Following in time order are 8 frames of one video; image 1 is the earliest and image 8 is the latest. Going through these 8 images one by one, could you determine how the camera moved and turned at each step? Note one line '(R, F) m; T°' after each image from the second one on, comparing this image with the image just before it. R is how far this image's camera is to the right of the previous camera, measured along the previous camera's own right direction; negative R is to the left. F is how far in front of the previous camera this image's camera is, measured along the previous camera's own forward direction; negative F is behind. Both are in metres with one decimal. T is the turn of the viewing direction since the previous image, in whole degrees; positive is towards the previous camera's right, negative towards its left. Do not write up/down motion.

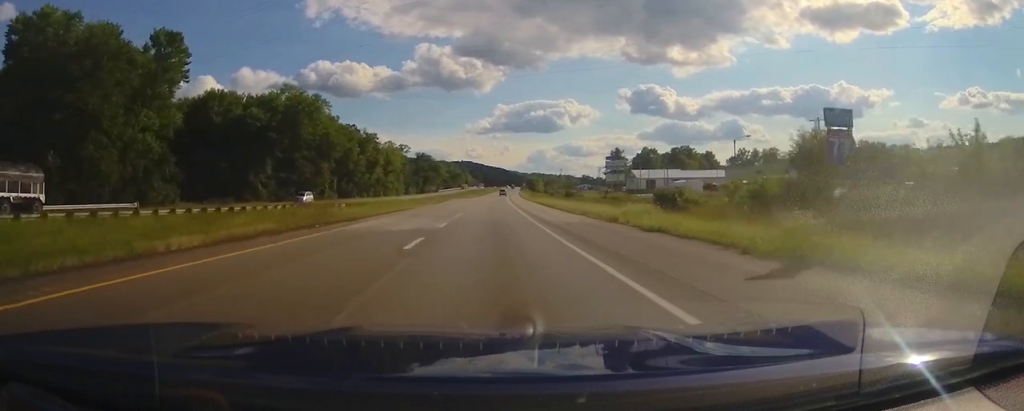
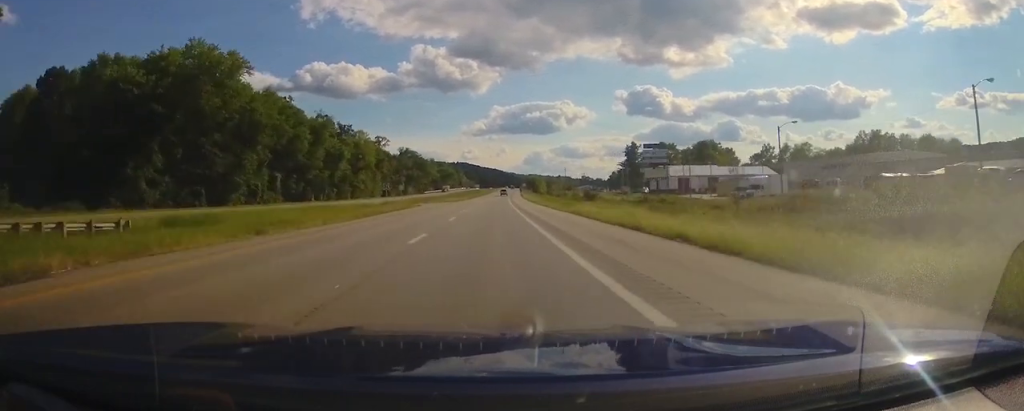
(+0.2, +41.2) m; +1°
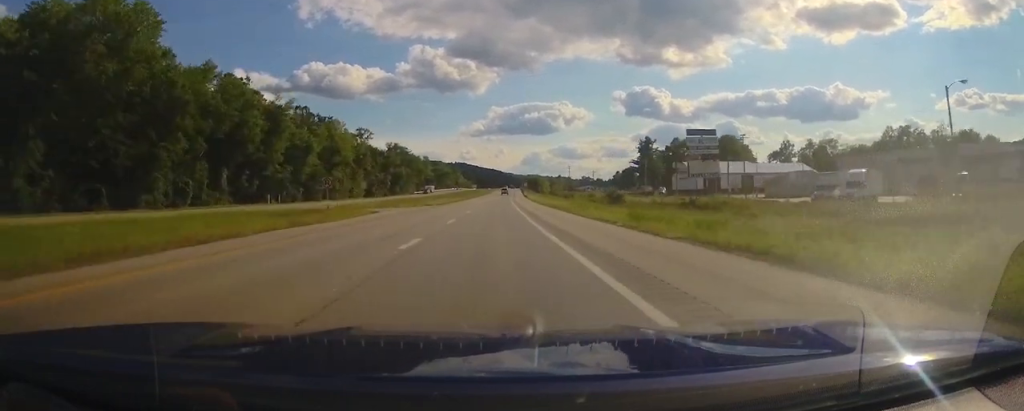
(+0.3, +25.6) m; +1°
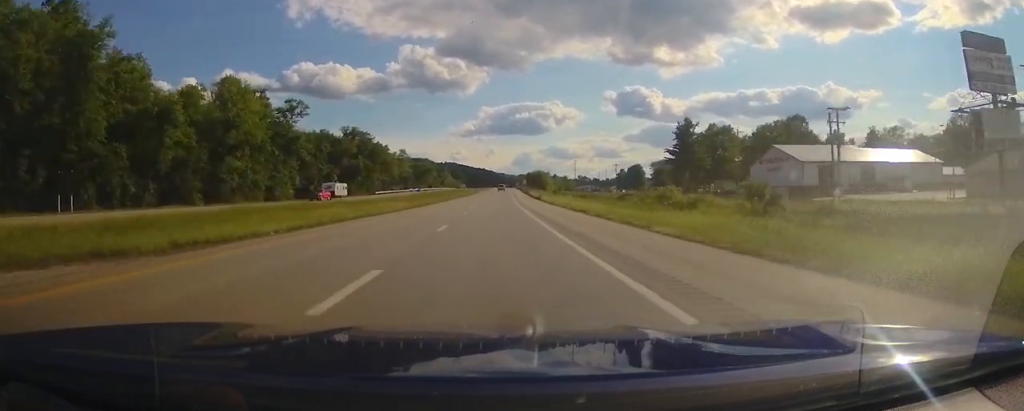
(+0.1, +56.0) m; +1°
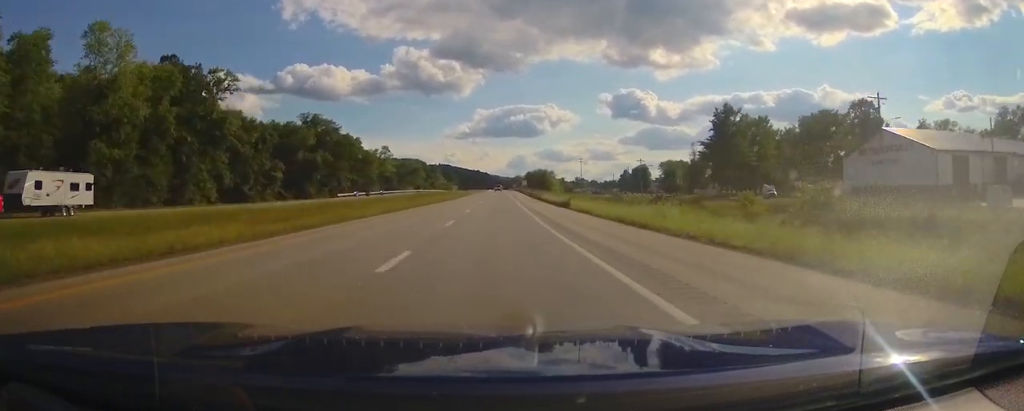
(+0.3, +33.6) m; 0°
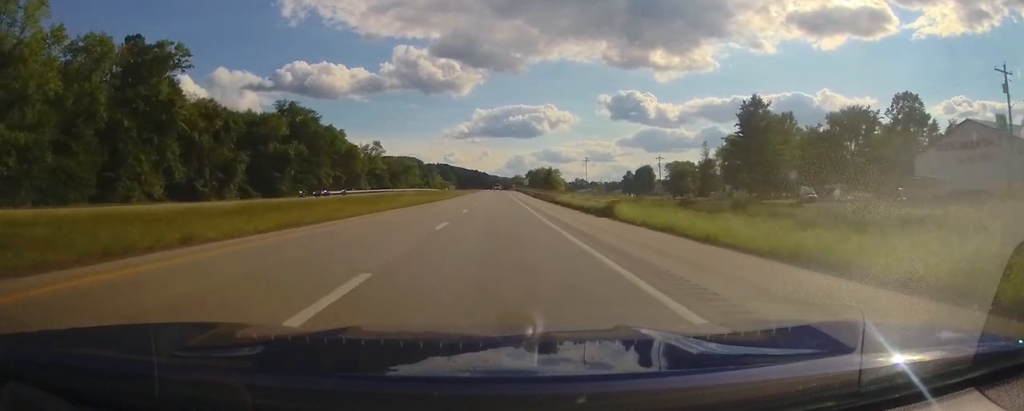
(+0.1, +16.2) m; 0°
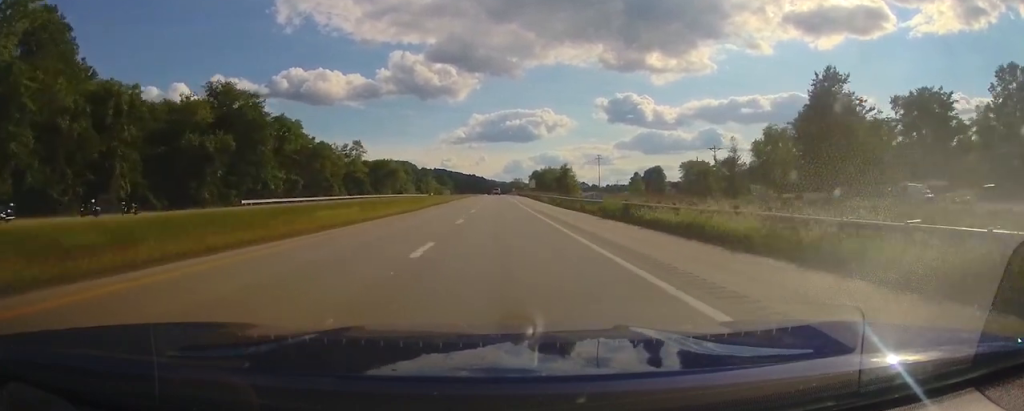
(-0.3, +31.2) m; 0°
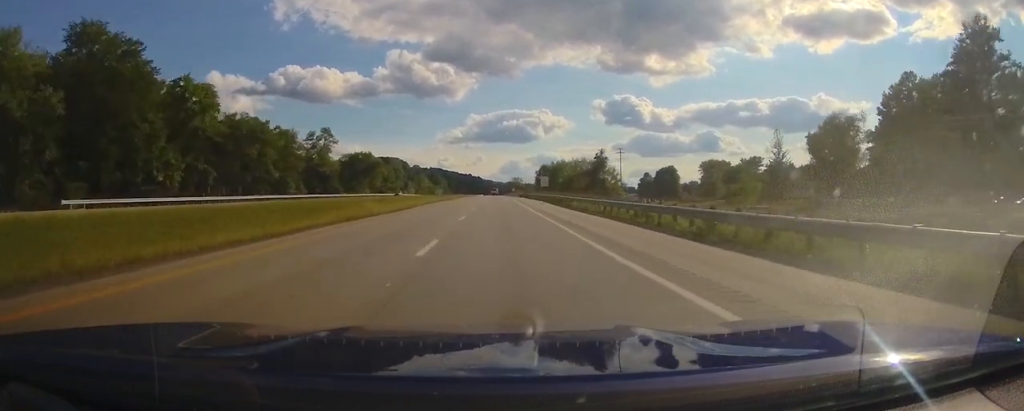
(+0.5, +36.4) m; +1°
